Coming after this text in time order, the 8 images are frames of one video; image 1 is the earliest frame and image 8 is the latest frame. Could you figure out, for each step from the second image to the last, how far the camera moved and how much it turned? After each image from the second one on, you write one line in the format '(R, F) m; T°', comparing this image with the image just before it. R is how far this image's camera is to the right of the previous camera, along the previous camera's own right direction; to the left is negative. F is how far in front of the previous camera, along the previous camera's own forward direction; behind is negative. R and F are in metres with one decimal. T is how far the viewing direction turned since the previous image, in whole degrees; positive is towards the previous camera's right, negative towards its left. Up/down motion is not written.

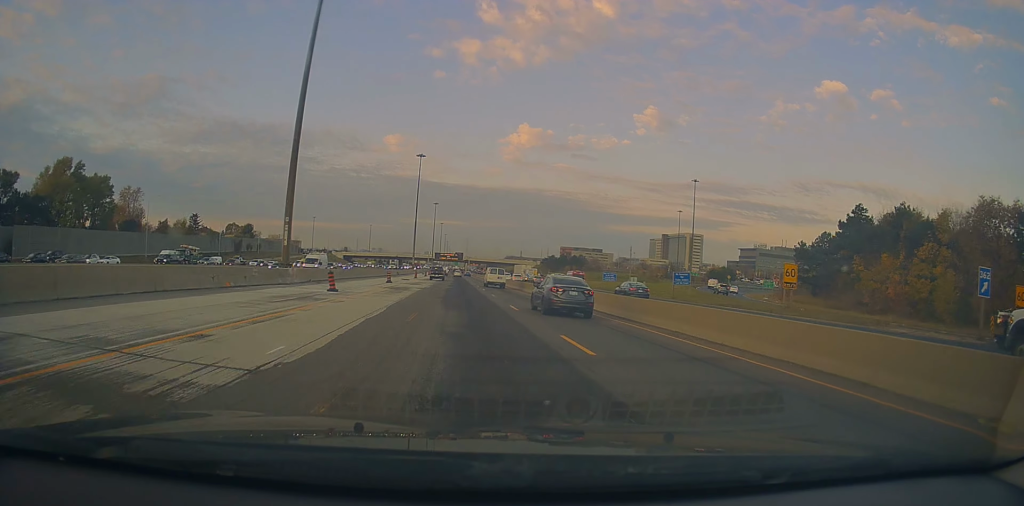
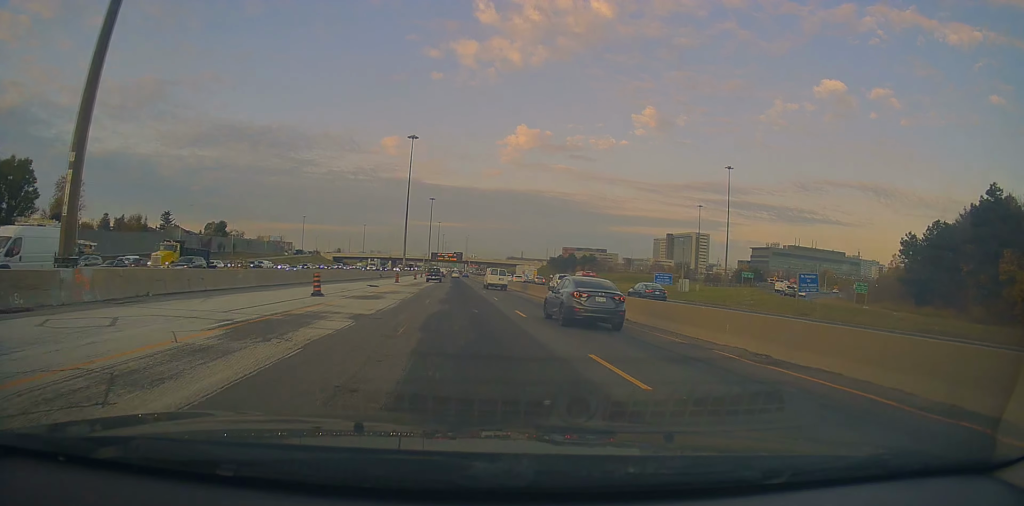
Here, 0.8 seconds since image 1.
(-0.2, +26.9) m; 0°
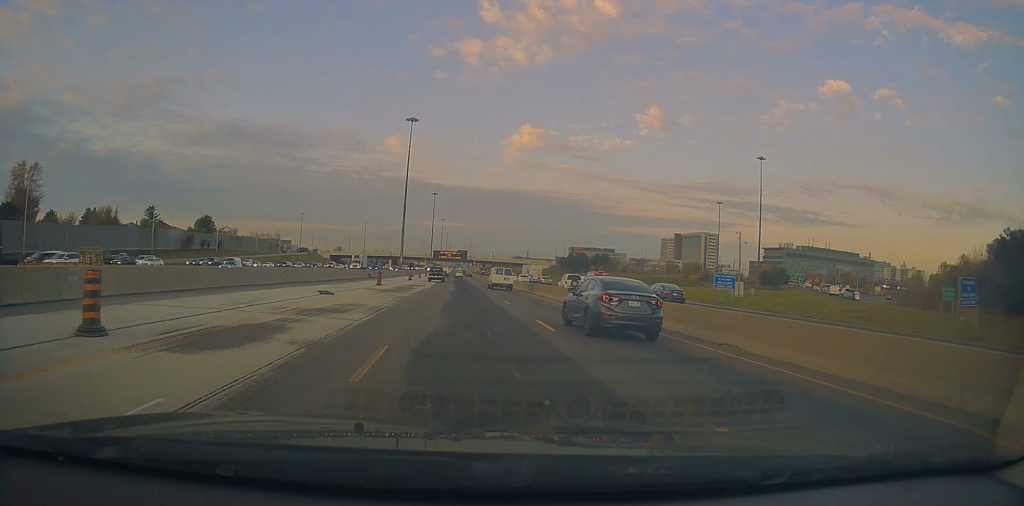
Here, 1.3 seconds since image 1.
(-0.1, +16.9) m; 0°
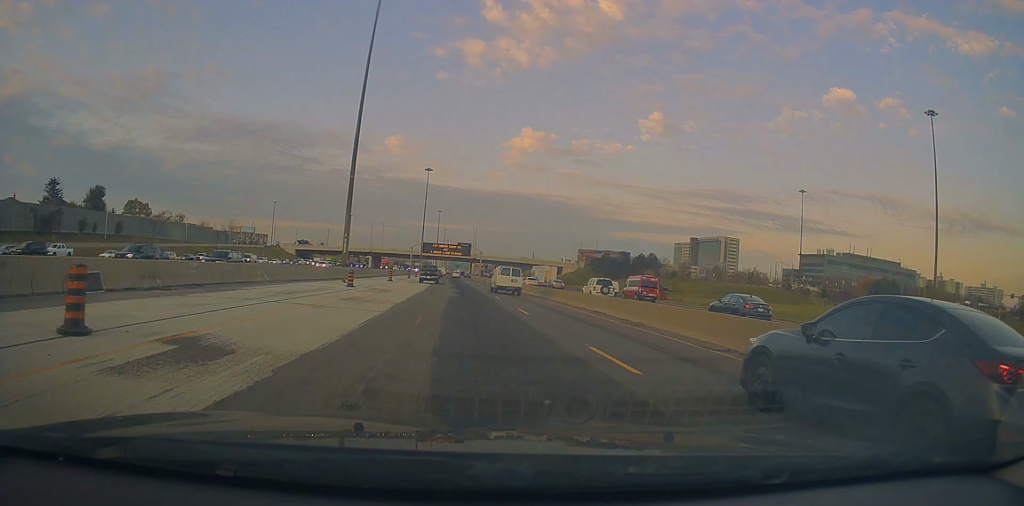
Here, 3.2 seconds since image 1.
(-1.1, +65.5) m; -2°
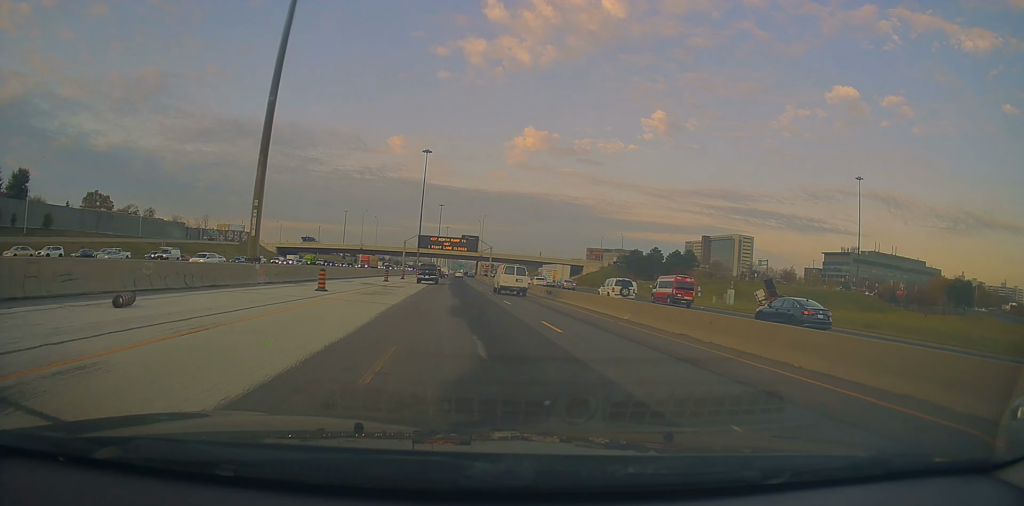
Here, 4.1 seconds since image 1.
(+0.3, +30.1) m; +1°
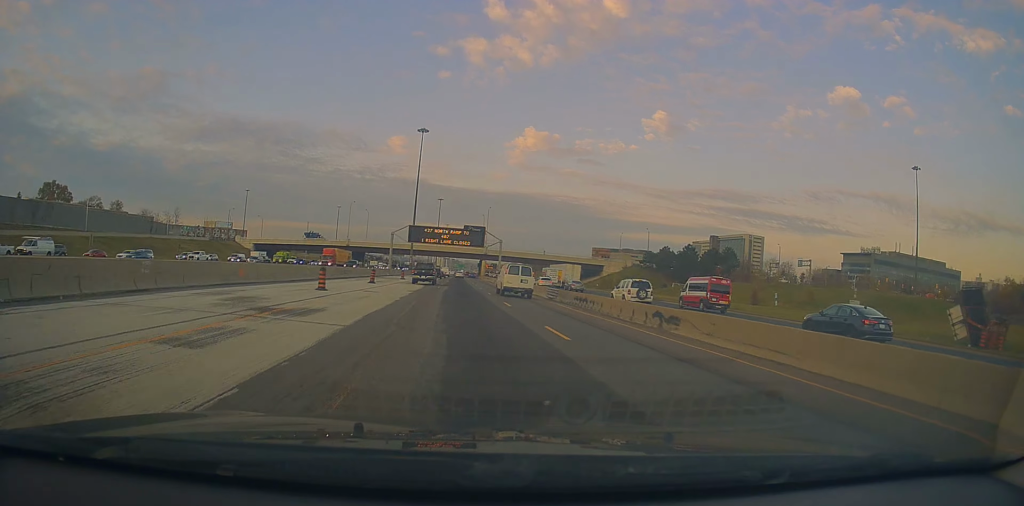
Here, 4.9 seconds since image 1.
(+0.4, +25.4) m; 0°
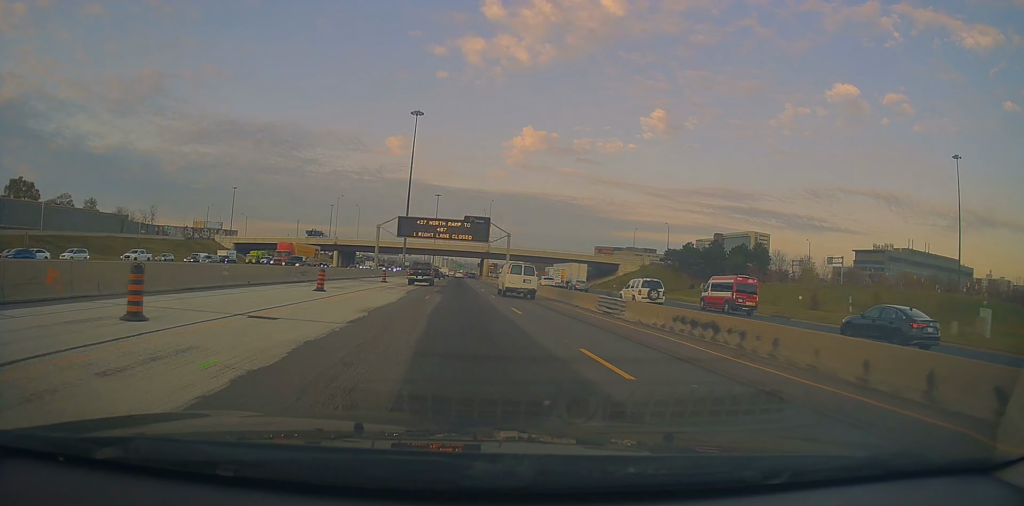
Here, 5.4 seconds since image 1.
(0.0, +16.5) m; 0°
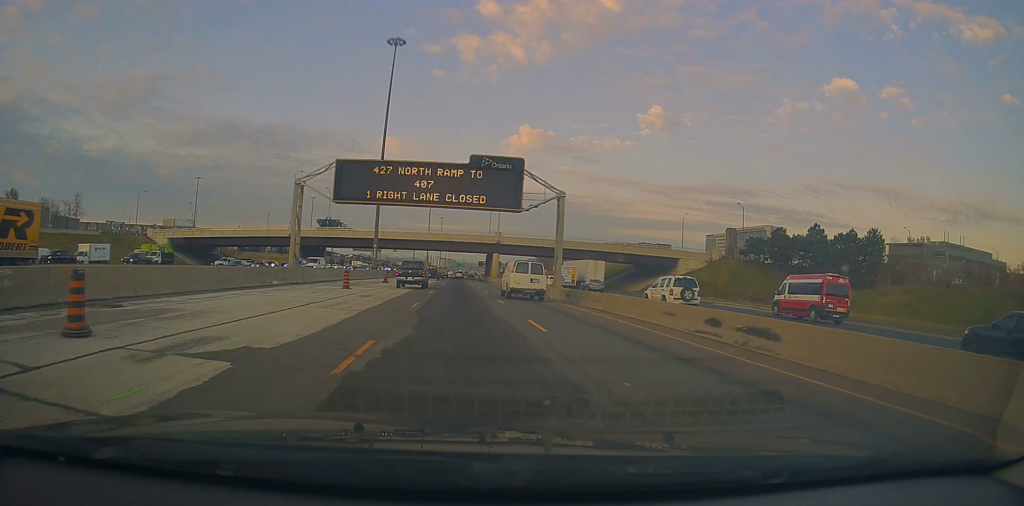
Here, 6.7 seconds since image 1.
(-0.1, +41.6) m; 0°
